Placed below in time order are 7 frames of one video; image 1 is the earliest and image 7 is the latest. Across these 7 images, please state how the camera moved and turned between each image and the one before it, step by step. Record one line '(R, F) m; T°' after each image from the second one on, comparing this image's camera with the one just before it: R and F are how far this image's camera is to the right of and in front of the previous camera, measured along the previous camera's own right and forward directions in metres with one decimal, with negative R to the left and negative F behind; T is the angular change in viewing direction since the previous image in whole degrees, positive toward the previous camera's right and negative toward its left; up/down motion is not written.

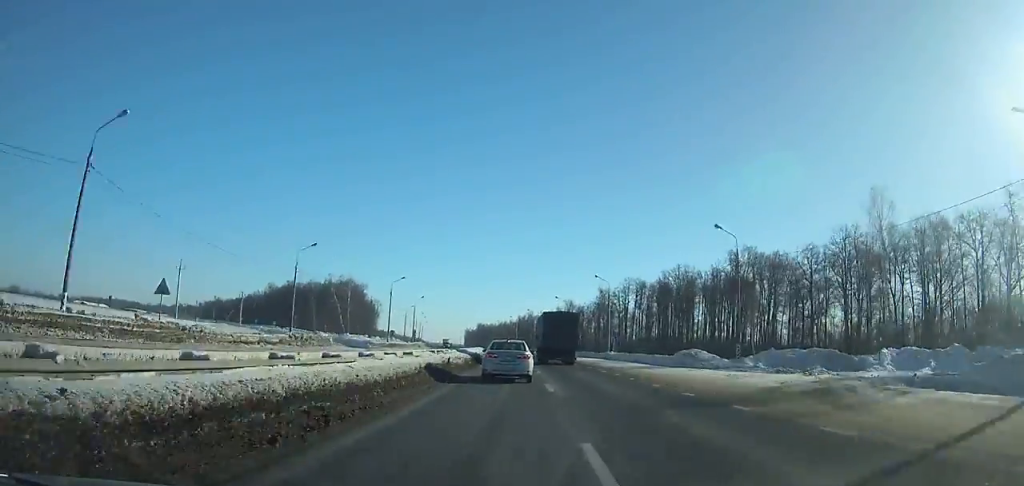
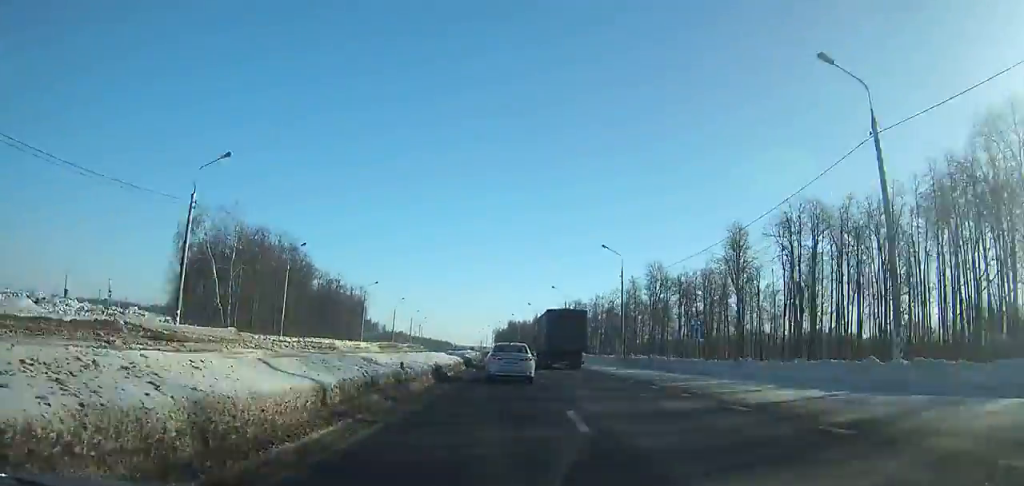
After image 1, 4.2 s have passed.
(-3.1, +92.3) m; -4°
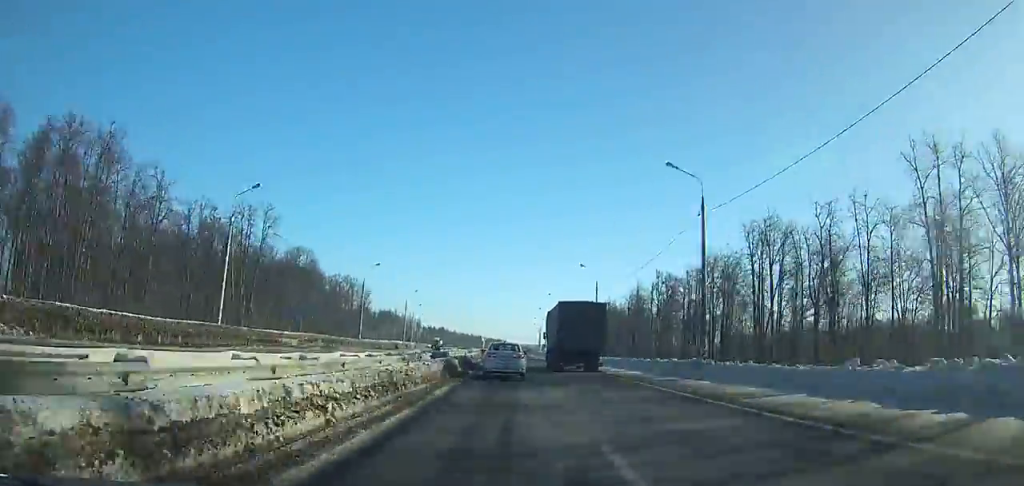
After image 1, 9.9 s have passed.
(-5.5, +128.1) m; -4°
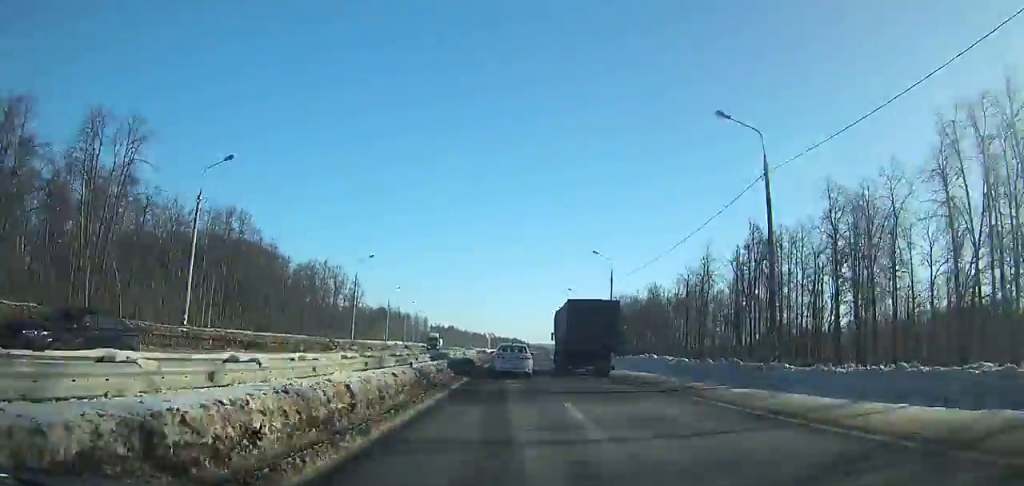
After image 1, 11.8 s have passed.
(-0.5, +44.4) m; 0°
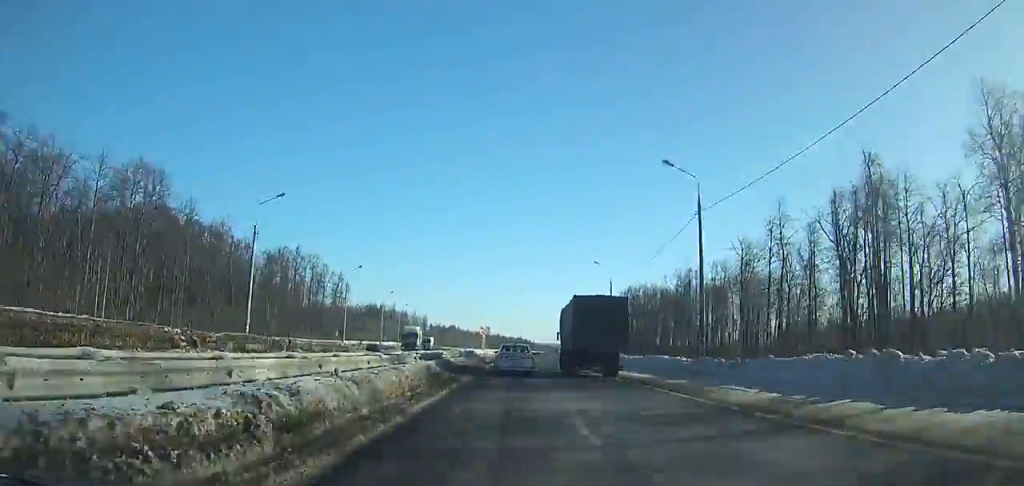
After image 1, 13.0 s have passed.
(-0.4, +28.5) m; 0°
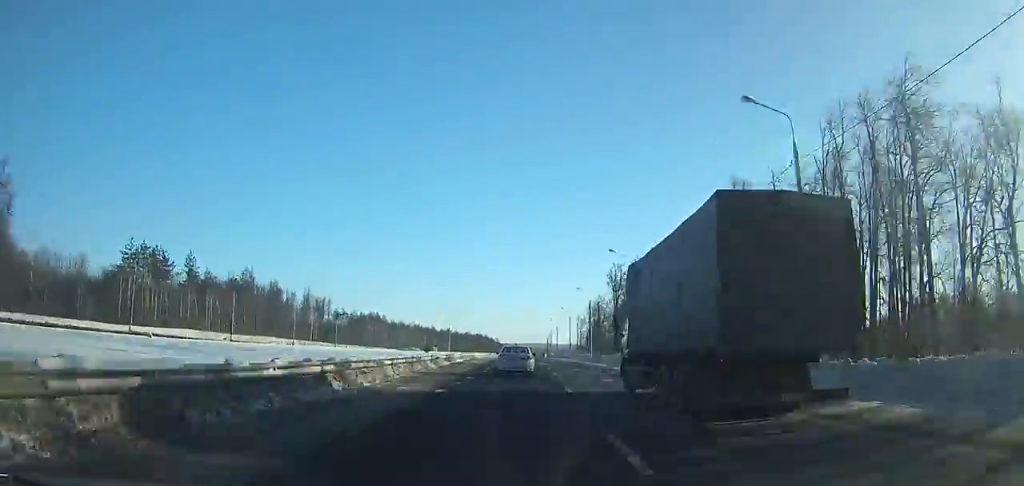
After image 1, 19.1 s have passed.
(+3.2, +152.1) m; +2°
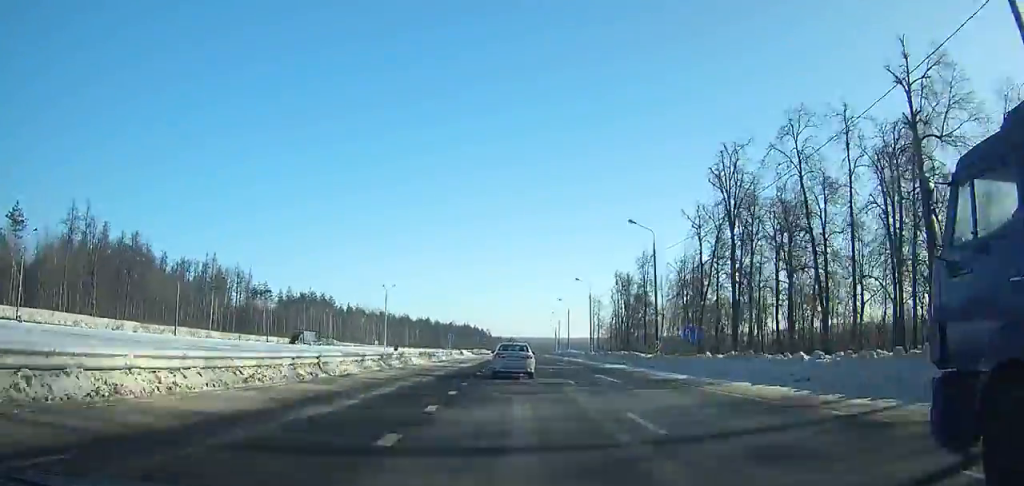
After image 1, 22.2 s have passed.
(+0.2, +79.5) m; +1°
